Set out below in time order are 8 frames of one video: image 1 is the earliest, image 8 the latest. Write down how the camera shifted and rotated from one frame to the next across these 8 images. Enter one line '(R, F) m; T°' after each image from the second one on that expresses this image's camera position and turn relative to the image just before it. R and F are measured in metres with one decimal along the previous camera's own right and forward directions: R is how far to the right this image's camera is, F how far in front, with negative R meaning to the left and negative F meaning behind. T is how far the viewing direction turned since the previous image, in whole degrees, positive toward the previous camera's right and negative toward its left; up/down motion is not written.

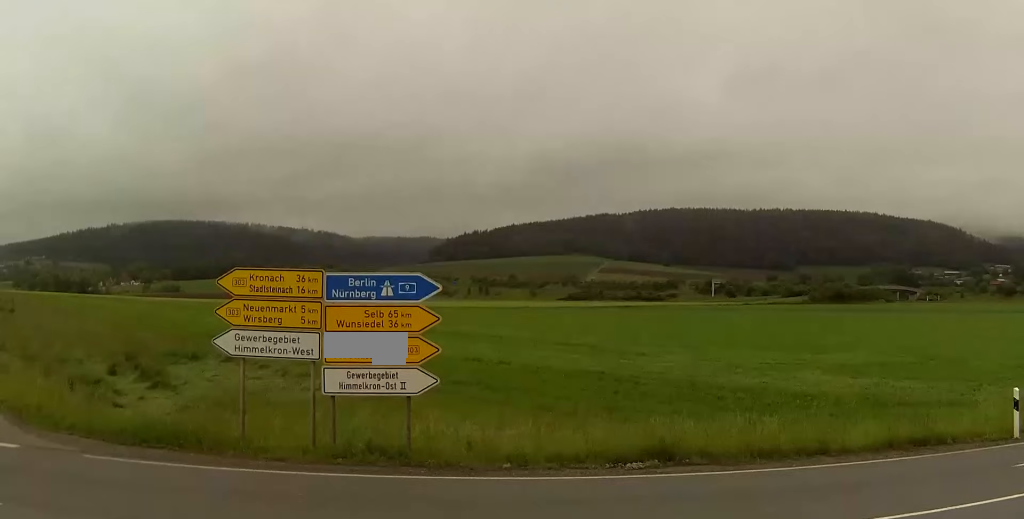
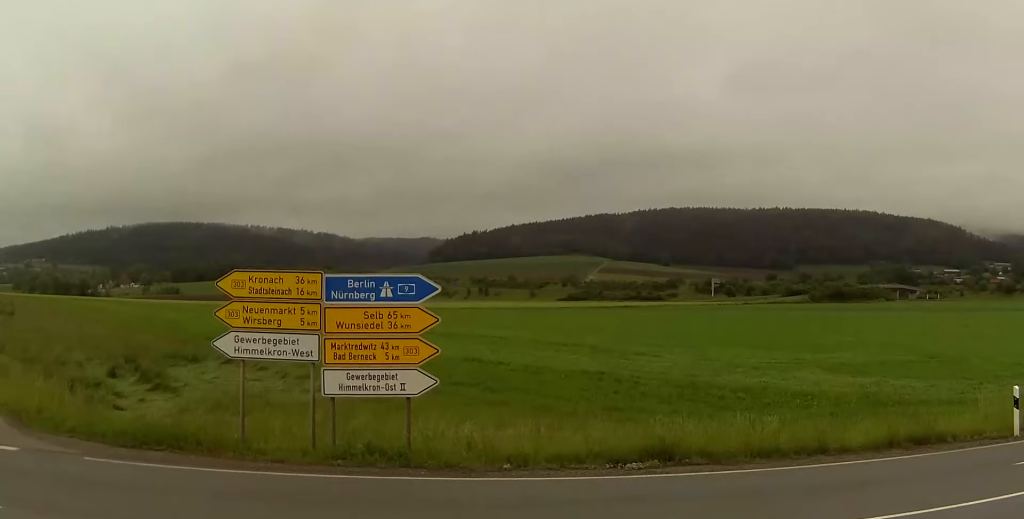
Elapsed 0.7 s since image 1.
(+0.3, +0.5) m; 0°
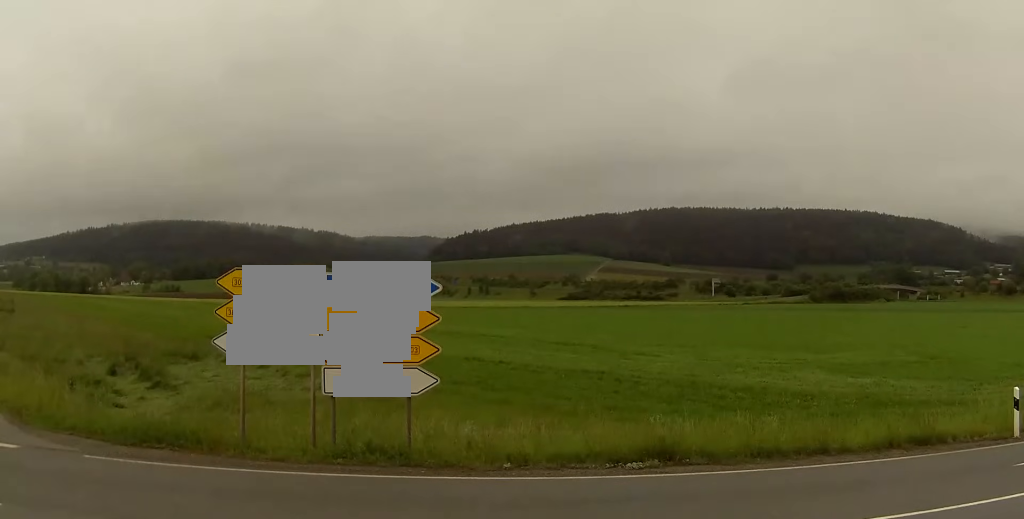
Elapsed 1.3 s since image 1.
(+0.2, +0.2) m; 0°
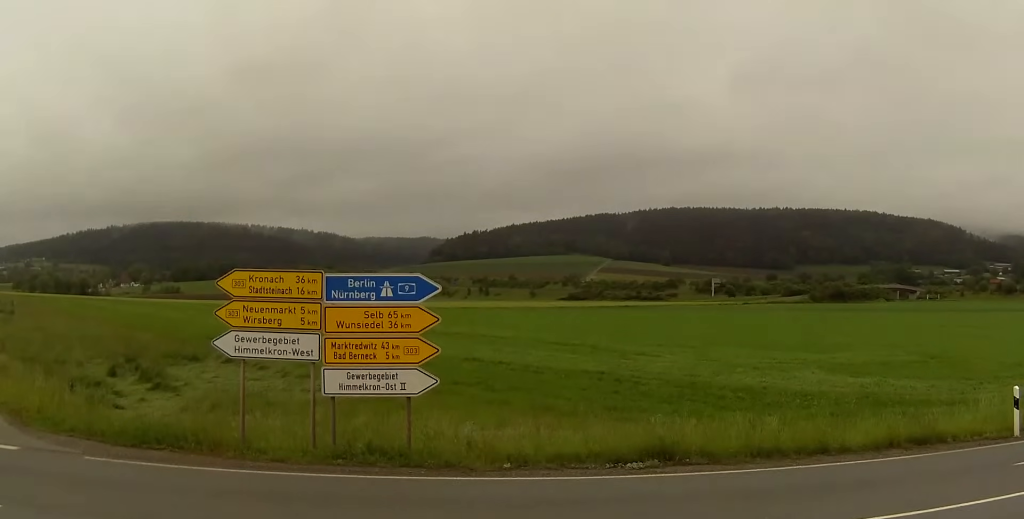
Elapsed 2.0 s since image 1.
(+0.1, +0.2) m; 0°
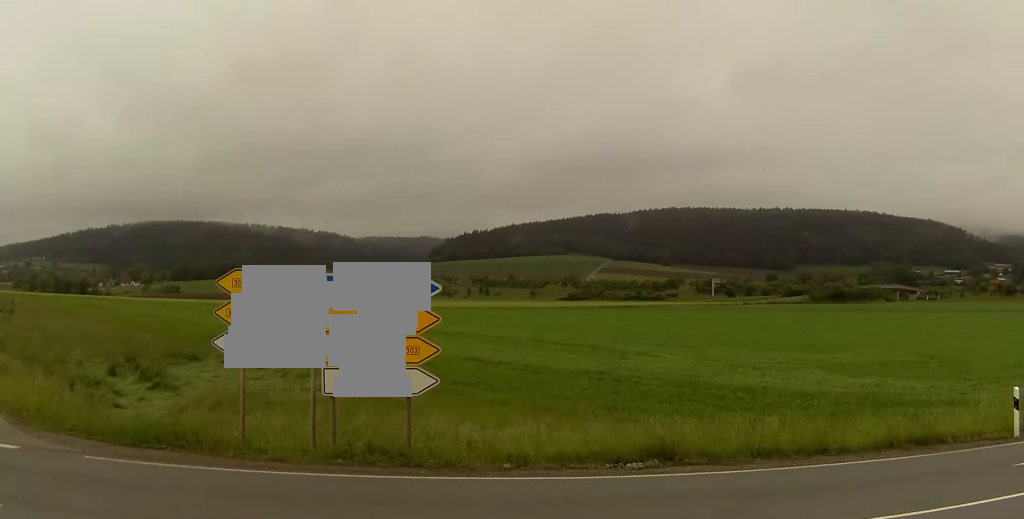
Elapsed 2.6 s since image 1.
(+0.1, +0.1) m; 0°
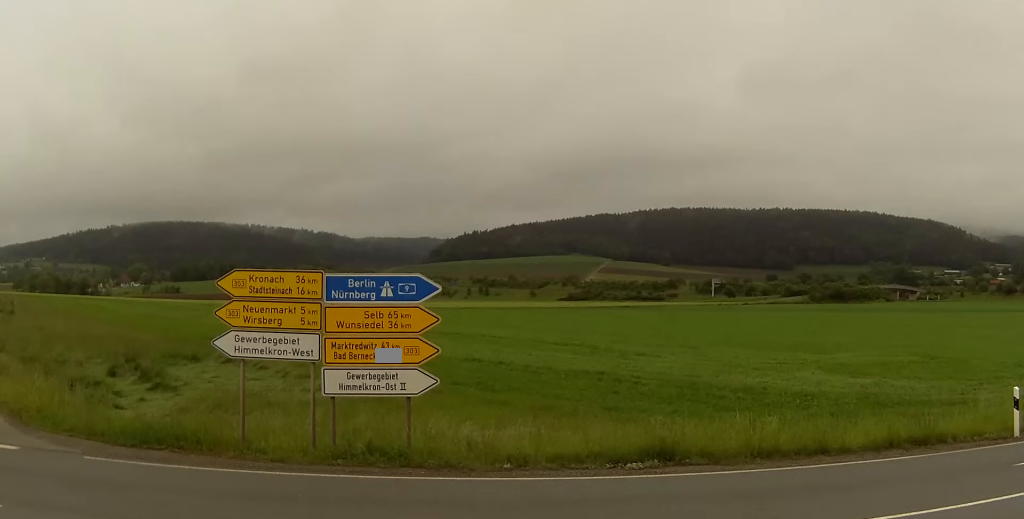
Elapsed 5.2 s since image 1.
(+0.1, +0.2) m; 0°
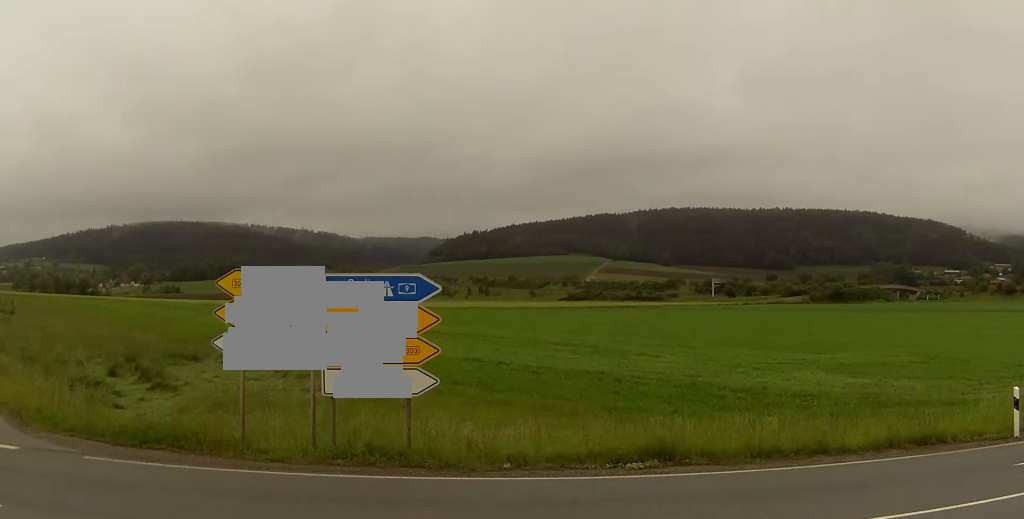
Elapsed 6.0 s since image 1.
(0.0, 0.0) m; 0°
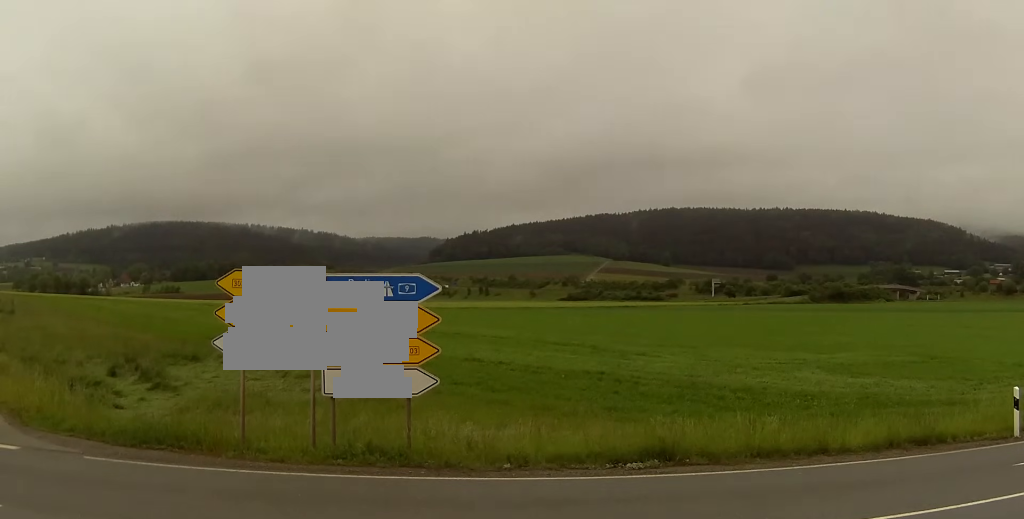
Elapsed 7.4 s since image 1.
(+0.1, +0.1) m; 0°
